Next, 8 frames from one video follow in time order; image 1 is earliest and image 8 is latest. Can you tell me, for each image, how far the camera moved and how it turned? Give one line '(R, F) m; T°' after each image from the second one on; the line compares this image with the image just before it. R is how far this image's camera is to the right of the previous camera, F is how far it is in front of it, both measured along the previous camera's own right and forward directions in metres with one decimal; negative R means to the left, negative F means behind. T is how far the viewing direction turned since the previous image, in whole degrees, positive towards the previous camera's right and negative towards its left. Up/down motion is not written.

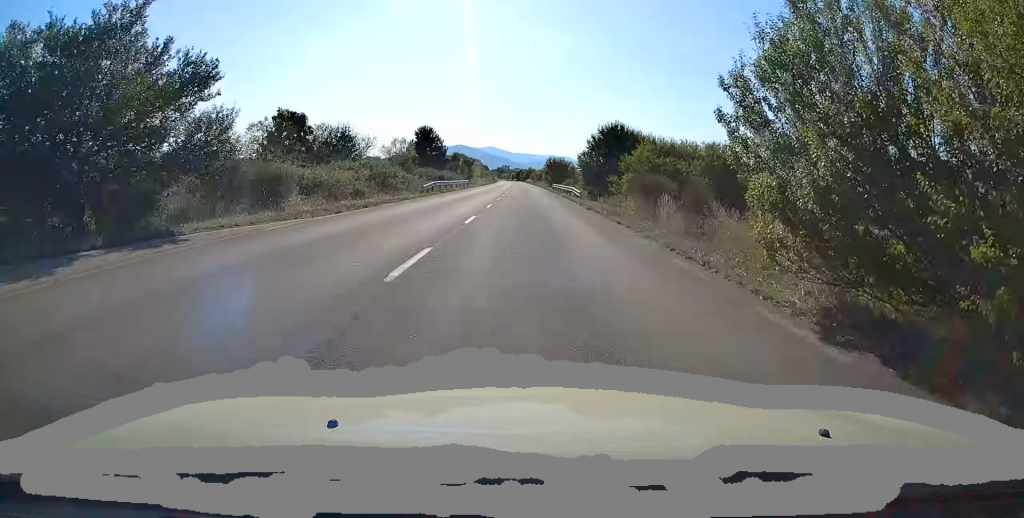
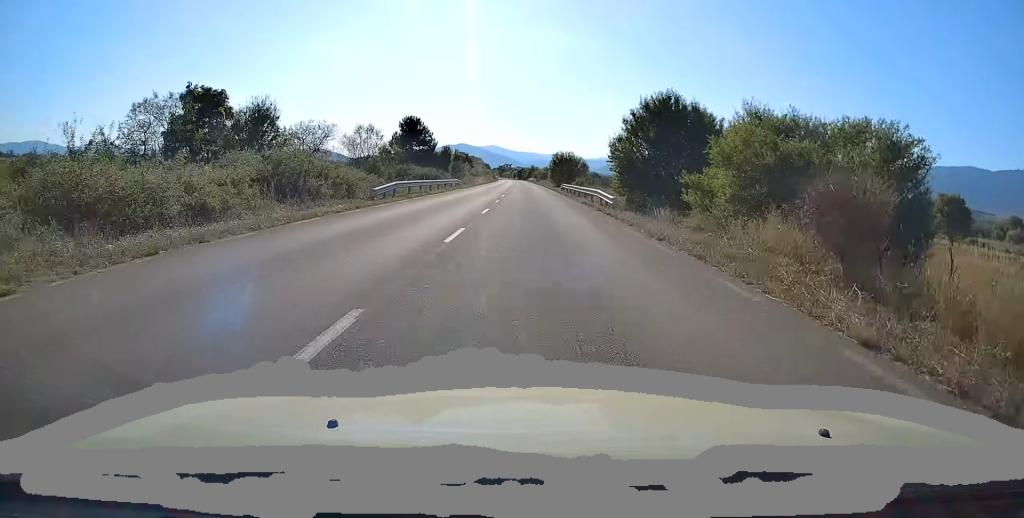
(+0.1, +14.0) m; -1°
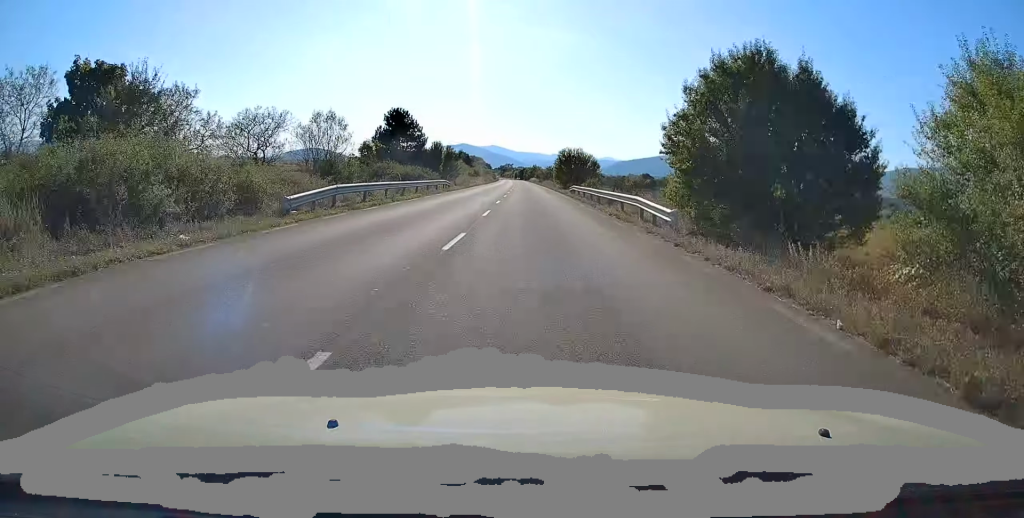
(-0.1, +10.1) m; 0°
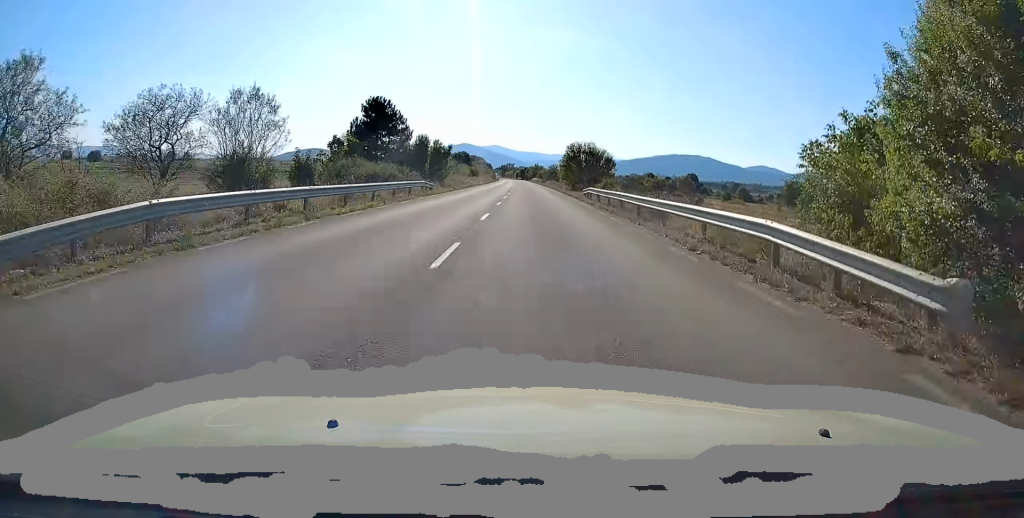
(-0.2, +10.9) m; 0°
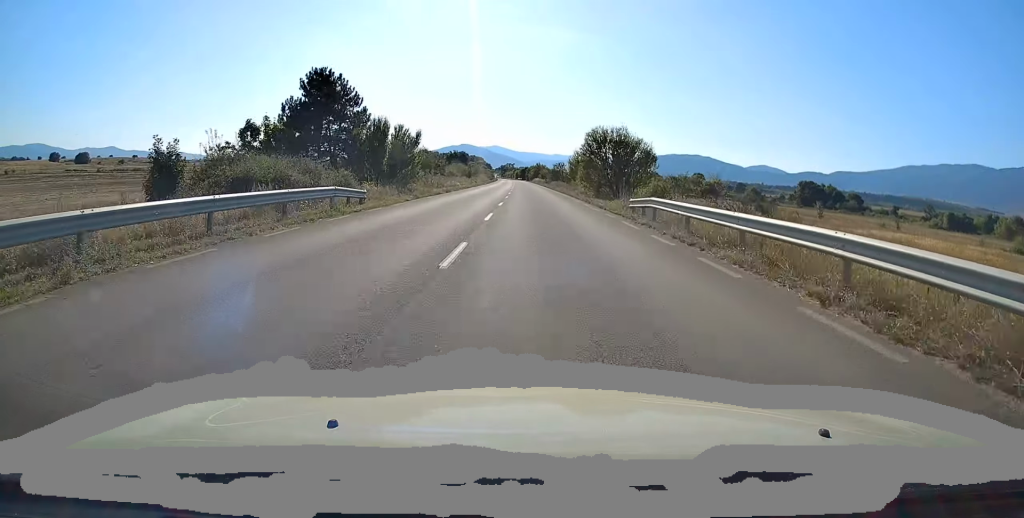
(+0.2, +18.0) m; +1°
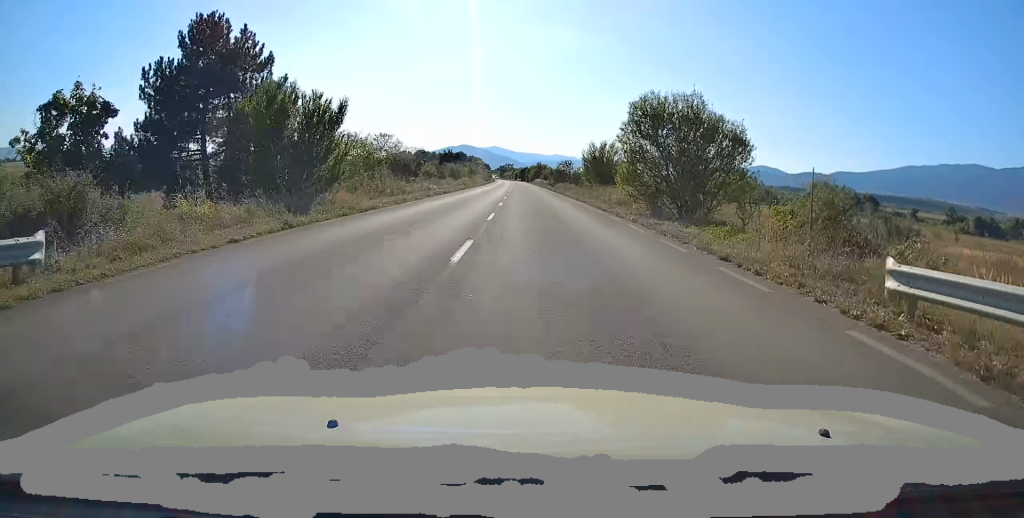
(+0.1, +17.3) m; 0°
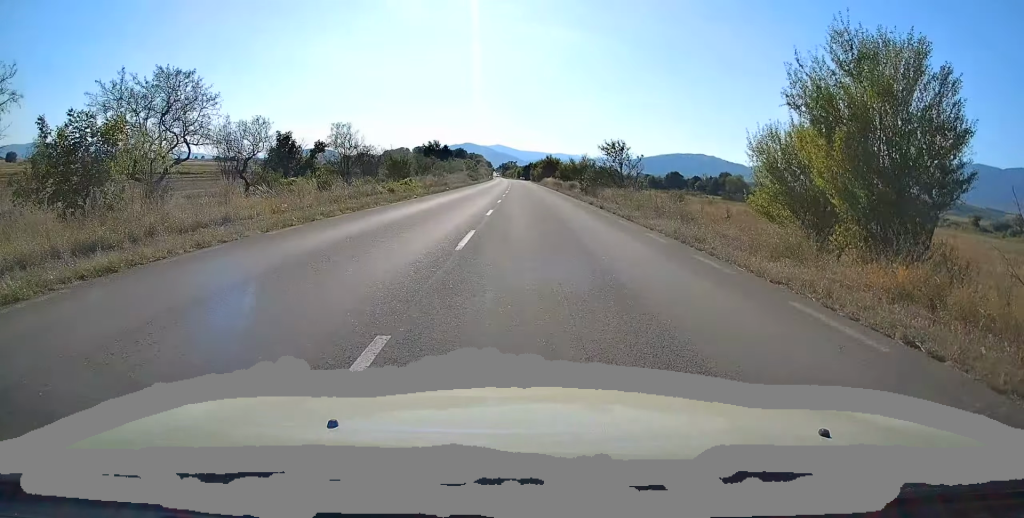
(-0.2, +43.4) m; -1°
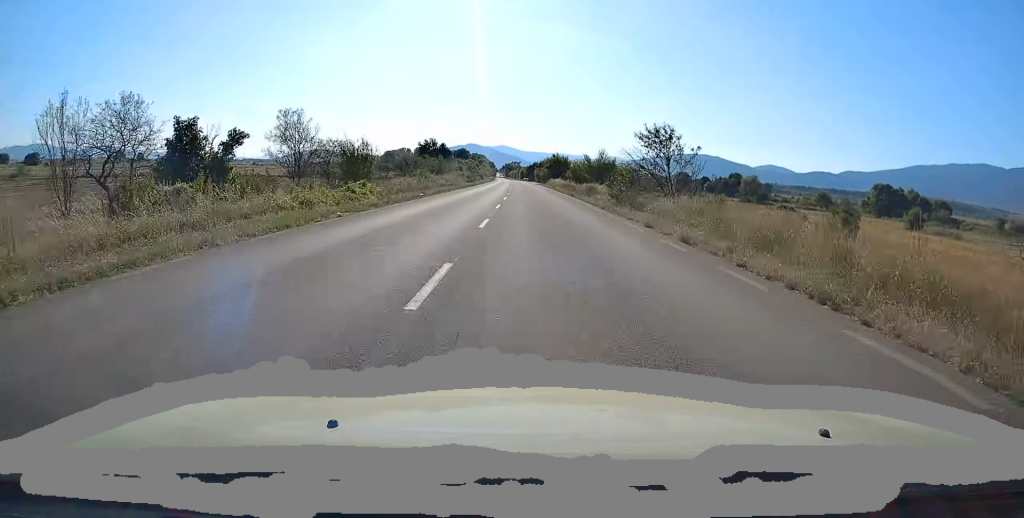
(-0.2, +13.4) m; -1°
